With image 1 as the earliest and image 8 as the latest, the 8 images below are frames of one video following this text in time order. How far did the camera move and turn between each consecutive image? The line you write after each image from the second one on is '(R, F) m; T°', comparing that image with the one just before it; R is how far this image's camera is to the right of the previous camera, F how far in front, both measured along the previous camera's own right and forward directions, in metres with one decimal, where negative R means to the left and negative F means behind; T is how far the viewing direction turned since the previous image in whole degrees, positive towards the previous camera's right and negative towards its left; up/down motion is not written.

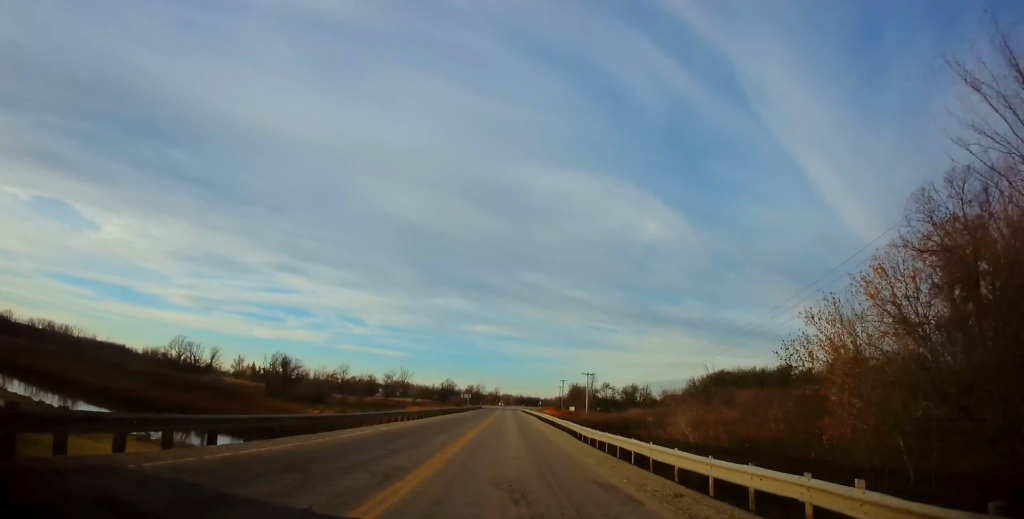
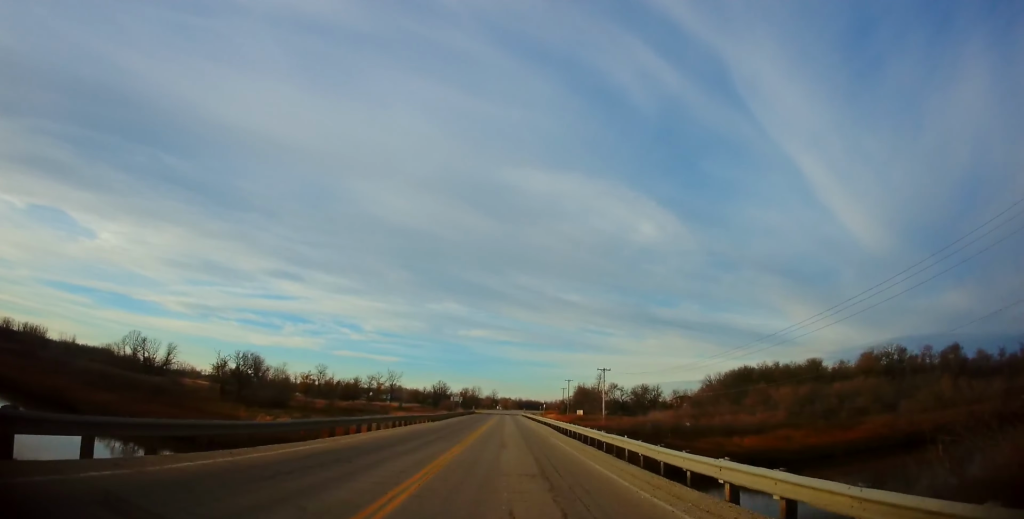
(-0.2, +21.6) m; 0°
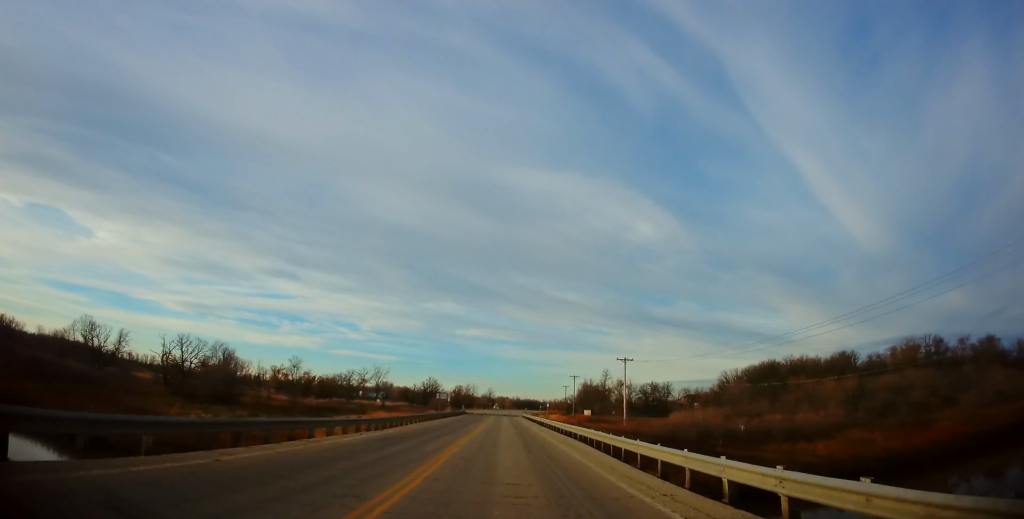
(0.0, +18.1) m; 0°
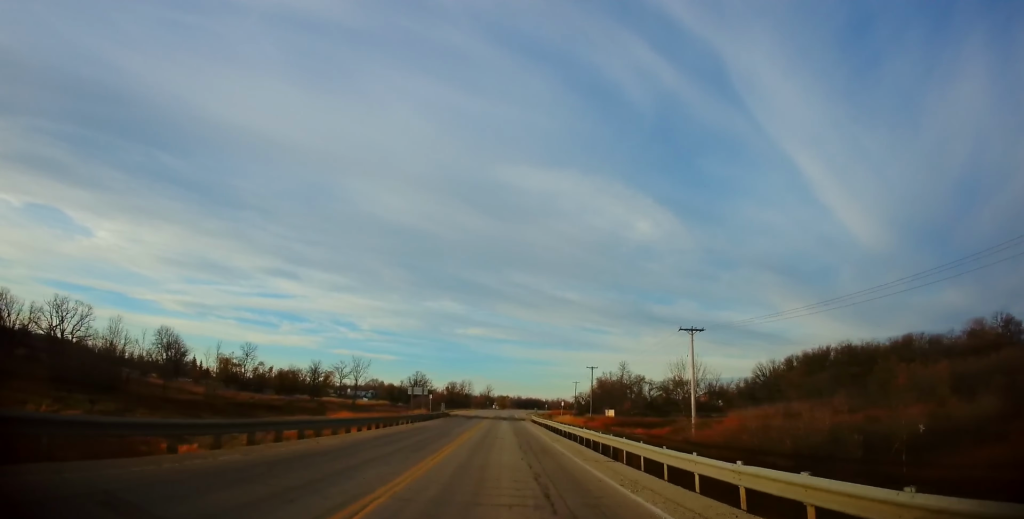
(+0.2, +26.5) m; 0°
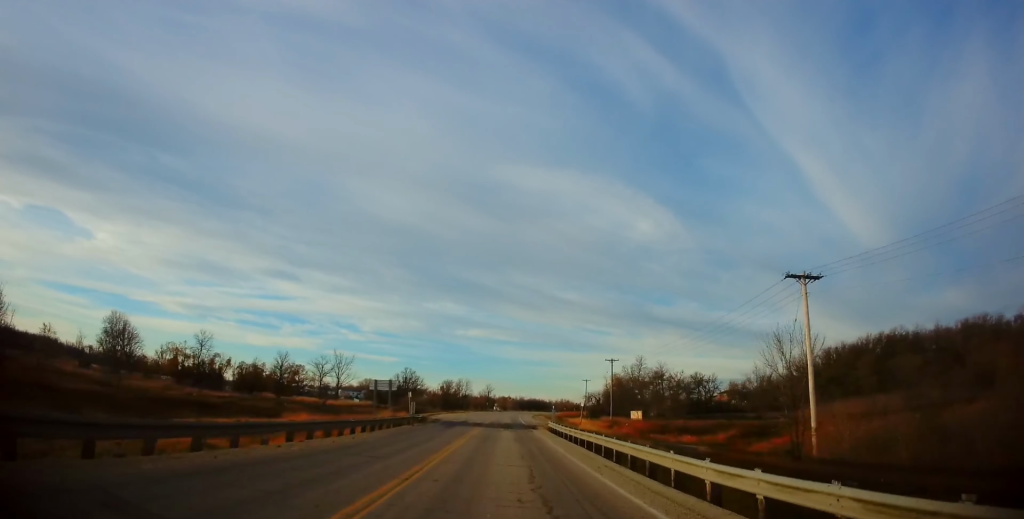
(-0.1, +20.1) m; -1°
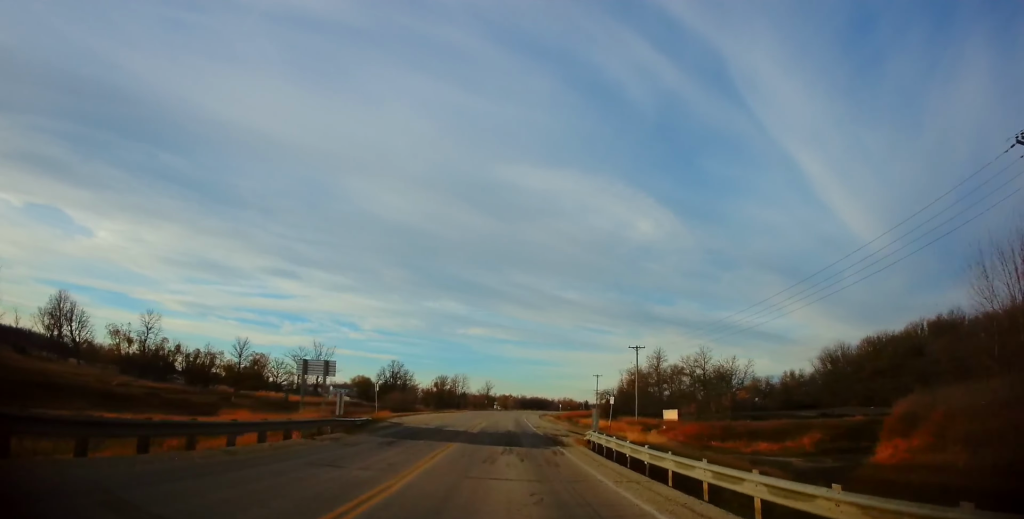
(-0.1, +19.3) m; -1°
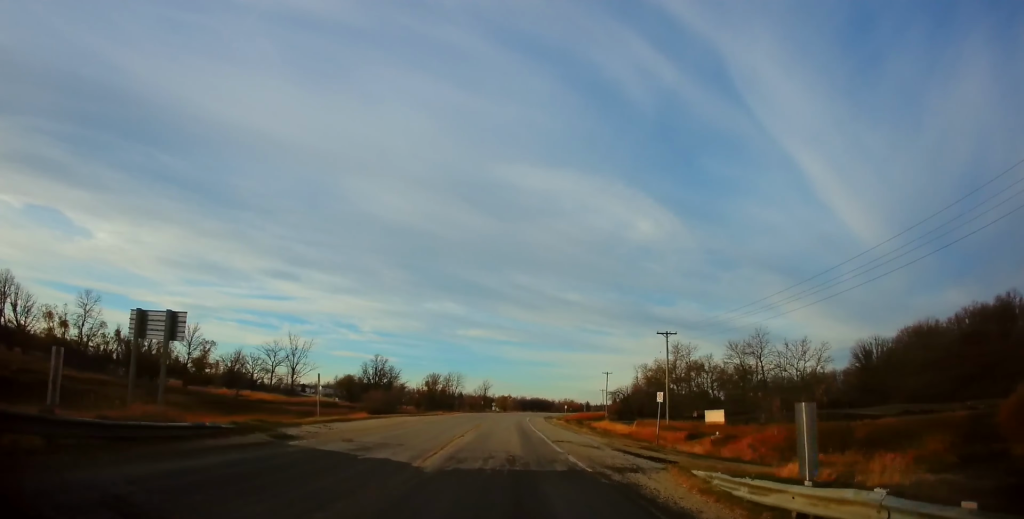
(-0.1, +17.7) m; -1°
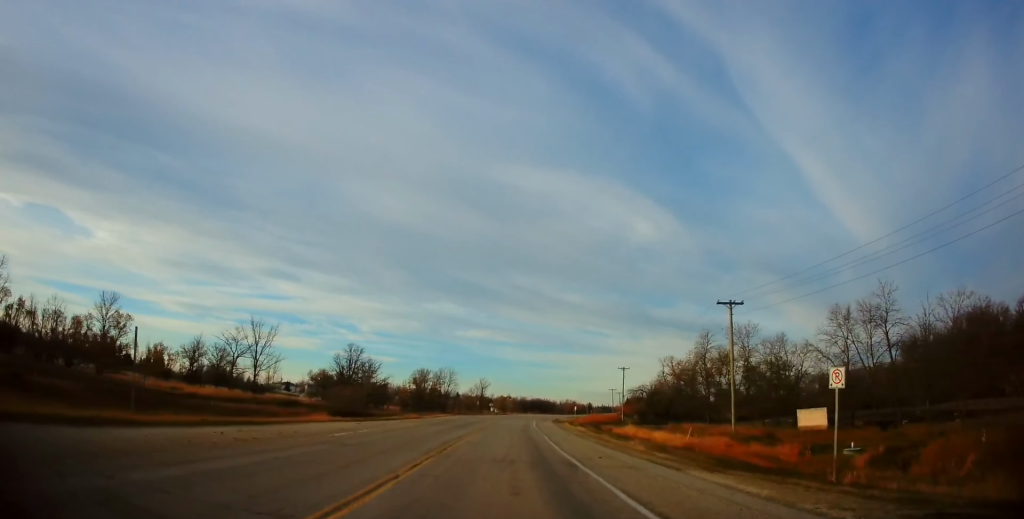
(-0.2, +23.7) m; +3°
